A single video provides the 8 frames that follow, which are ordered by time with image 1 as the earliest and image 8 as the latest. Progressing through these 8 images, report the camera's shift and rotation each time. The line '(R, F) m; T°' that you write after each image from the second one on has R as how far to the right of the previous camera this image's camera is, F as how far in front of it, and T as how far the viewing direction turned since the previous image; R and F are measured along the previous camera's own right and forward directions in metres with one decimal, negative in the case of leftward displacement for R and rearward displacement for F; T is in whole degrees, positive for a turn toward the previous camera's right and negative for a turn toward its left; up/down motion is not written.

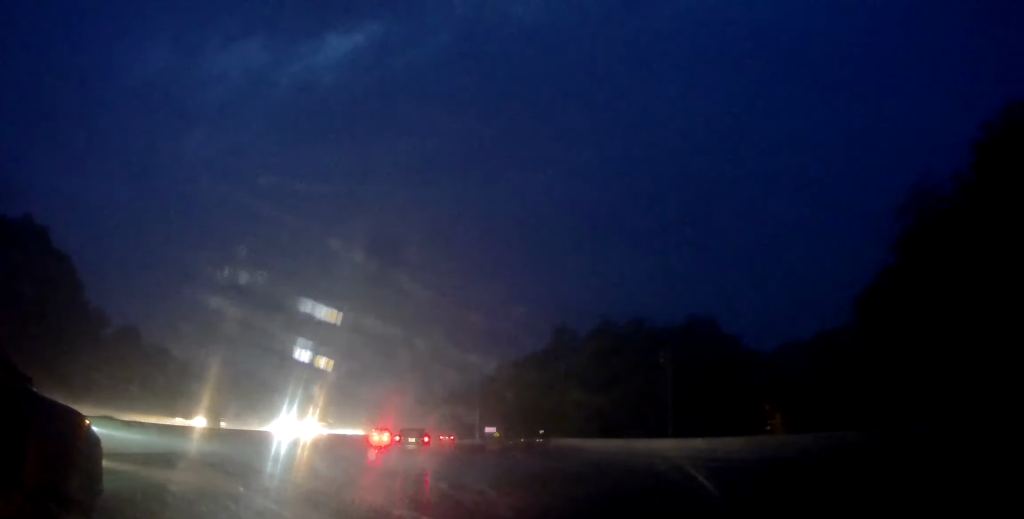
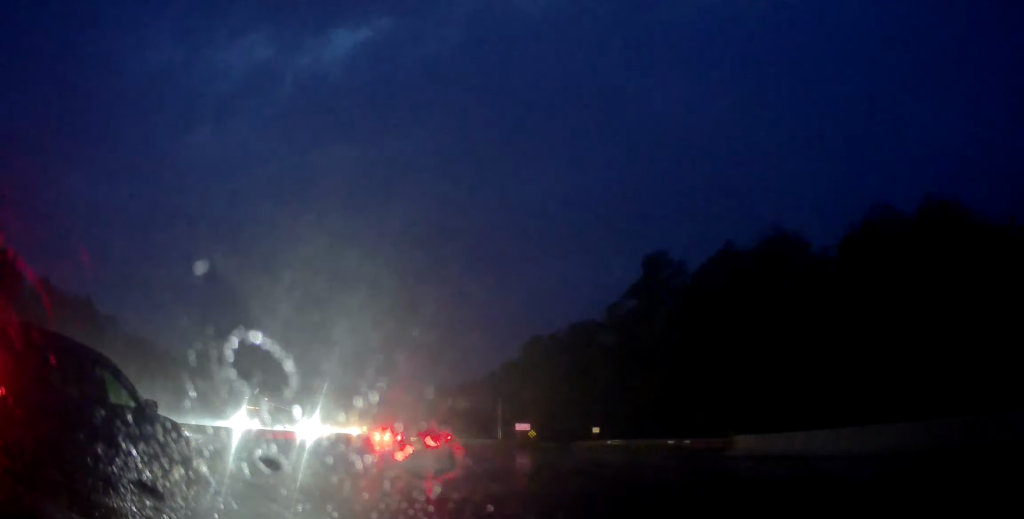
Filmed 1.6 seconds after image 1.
(+0.9, +30.8) m; +3°
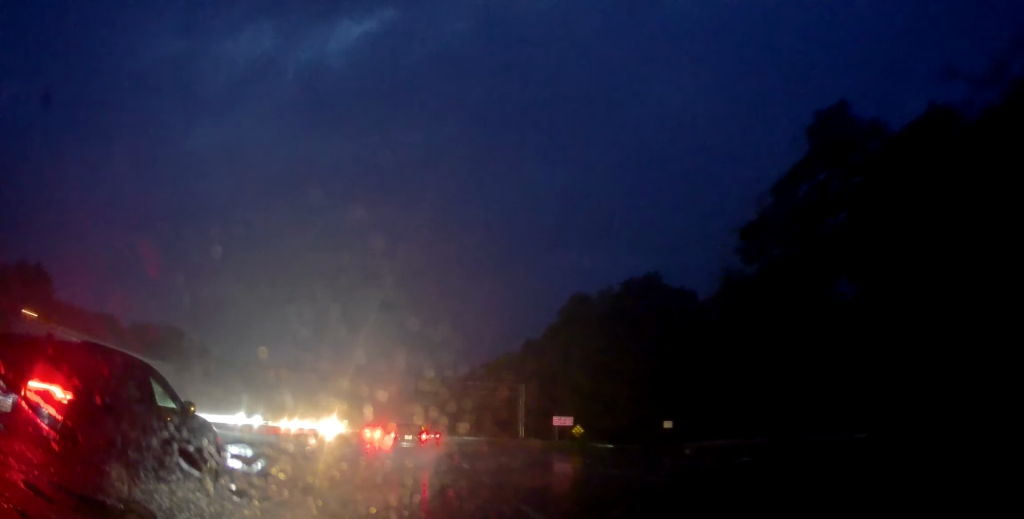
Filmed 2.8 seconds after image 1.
(-0.2, +24.6) m; -2°
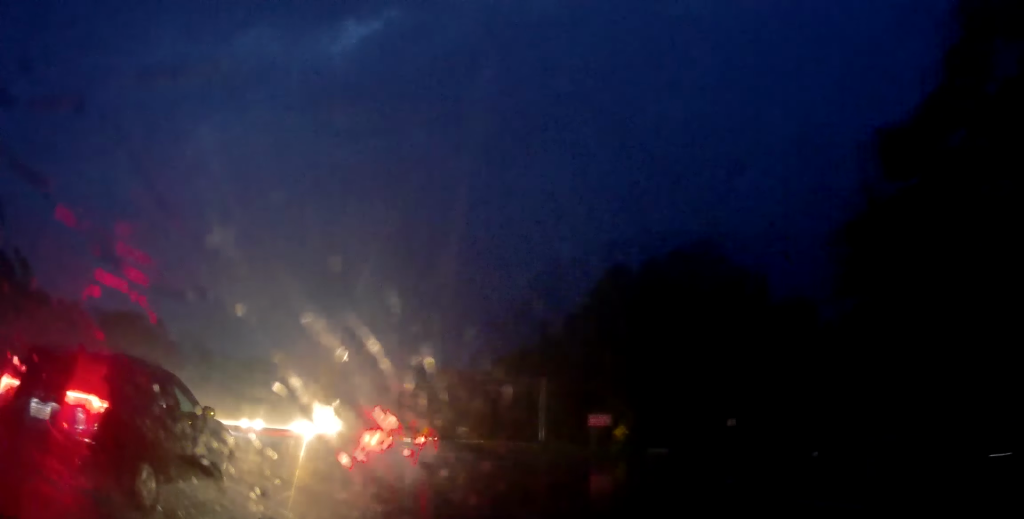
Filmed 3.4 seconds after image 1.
(-0.3, +11.3) m; 0°
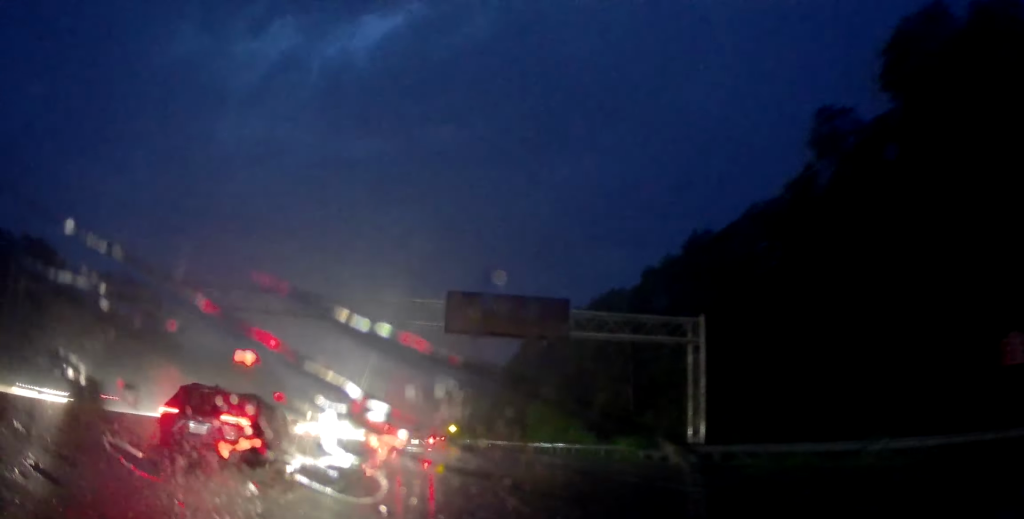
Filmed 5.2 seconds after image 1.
(-0.1, +35.1) m; -2°
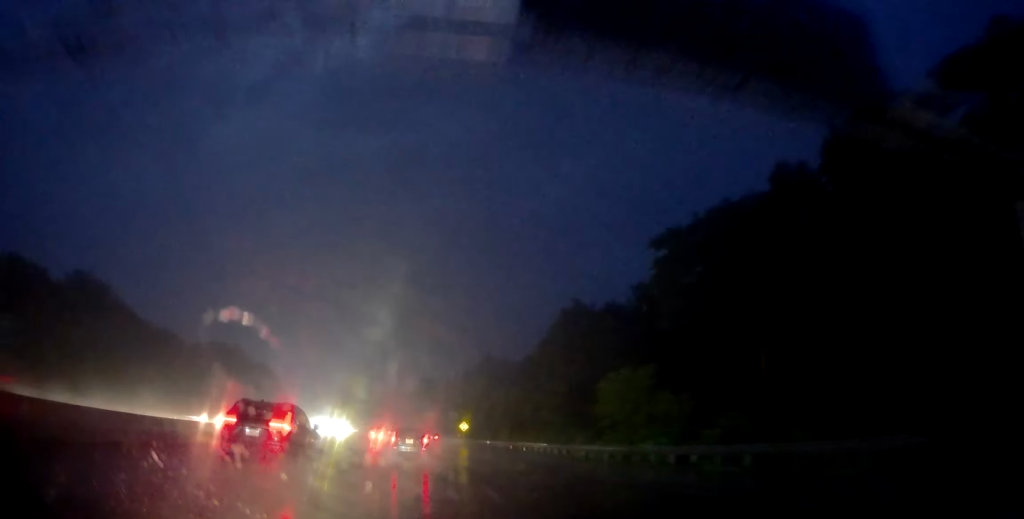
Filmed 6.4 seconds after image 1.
(-0.1, +23.7) m; 0°
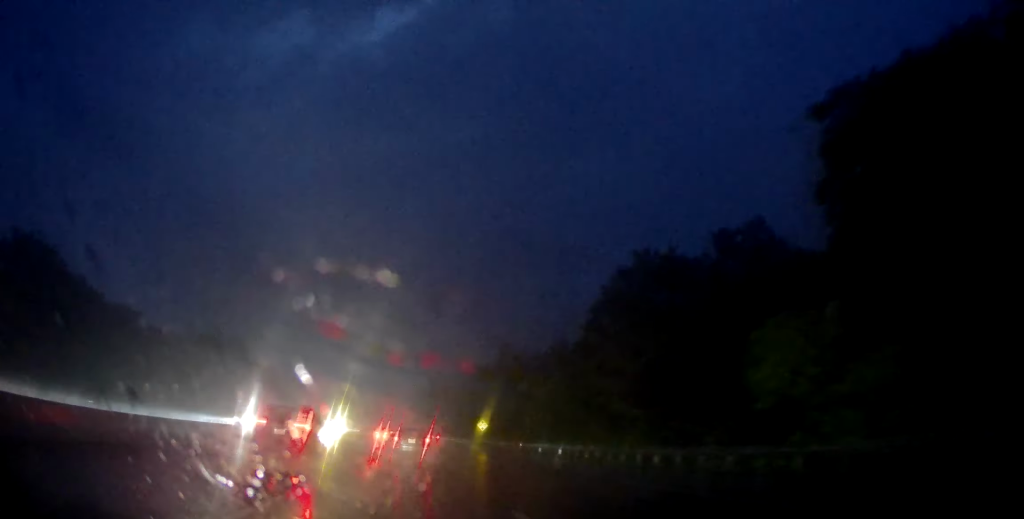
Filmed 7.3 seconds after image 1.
(0.0, +16.9) m; 0°
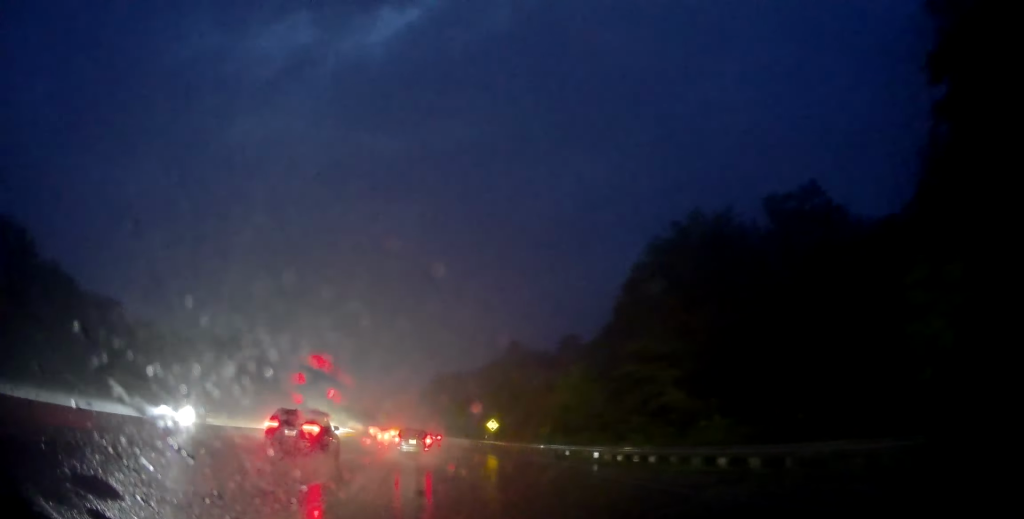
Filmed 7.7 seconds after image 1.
(0.0, +7.4) m; -1°
